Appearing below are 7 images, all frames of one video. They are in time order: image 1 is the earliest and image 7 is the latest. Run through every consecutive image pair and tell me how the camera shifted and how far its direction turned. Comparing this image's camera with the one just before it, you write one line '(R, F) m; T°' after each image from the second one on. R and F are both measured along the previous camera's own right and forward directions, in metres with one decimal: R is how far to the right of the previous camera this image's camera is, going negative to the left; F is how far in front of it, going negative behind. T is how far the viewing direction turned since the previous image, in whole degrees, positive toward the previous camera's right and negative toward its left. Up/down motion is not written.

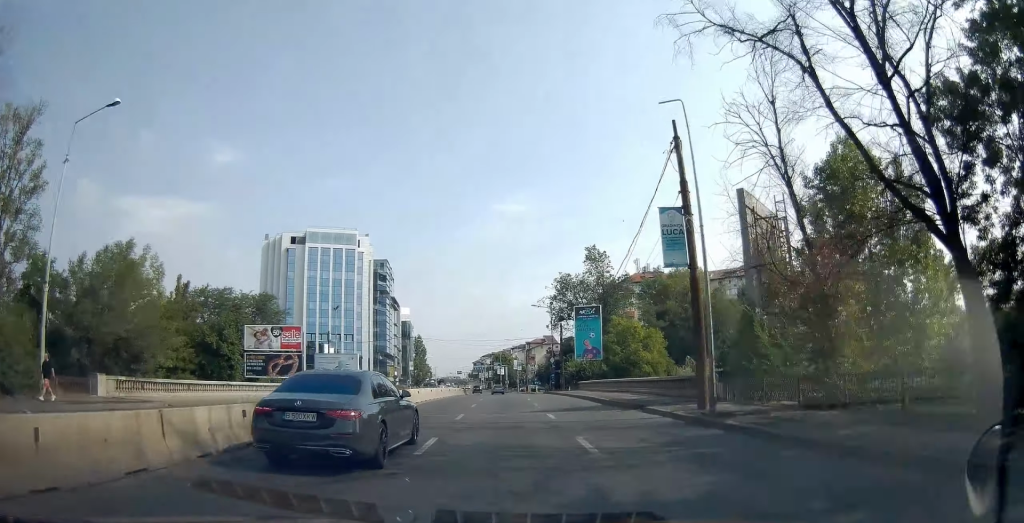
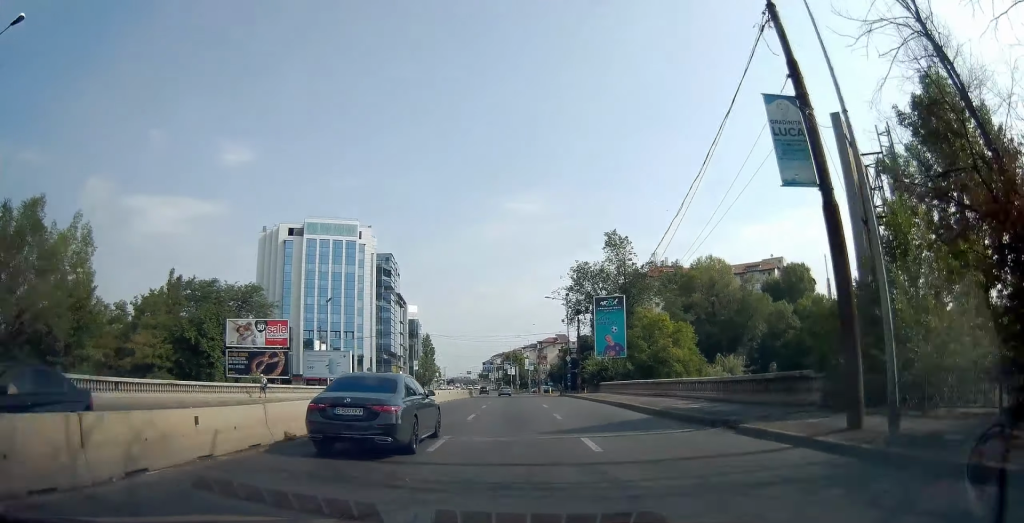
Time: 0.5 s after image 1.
(-0.1, +8.4) m; -1°
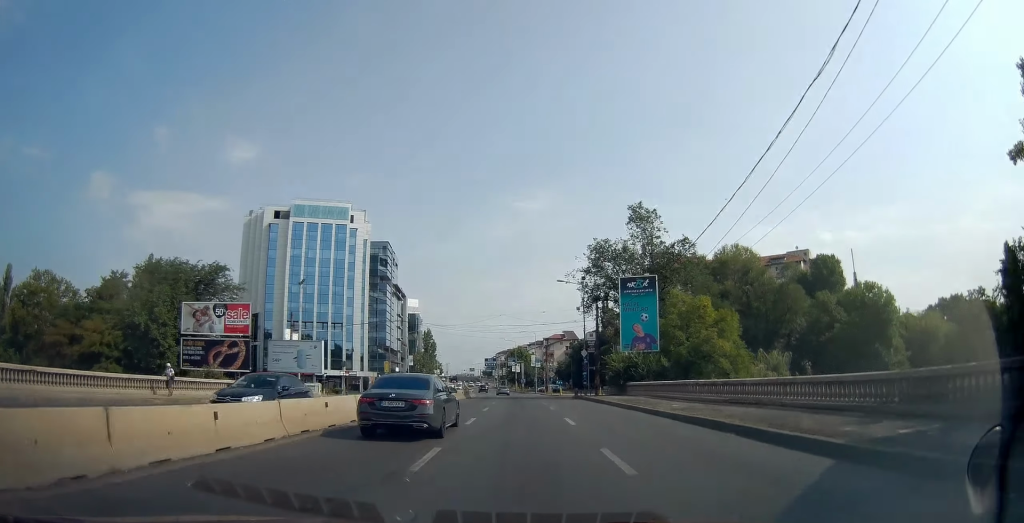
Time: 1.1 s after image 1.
(-0.1, +11.5) m; -1°
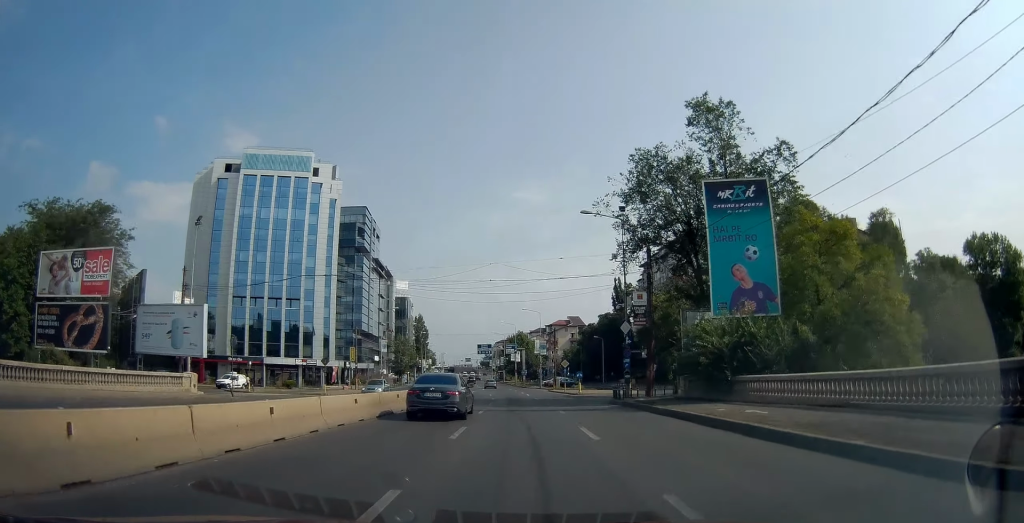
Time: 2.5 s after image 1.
(-0.2, +23.0) m; 0°
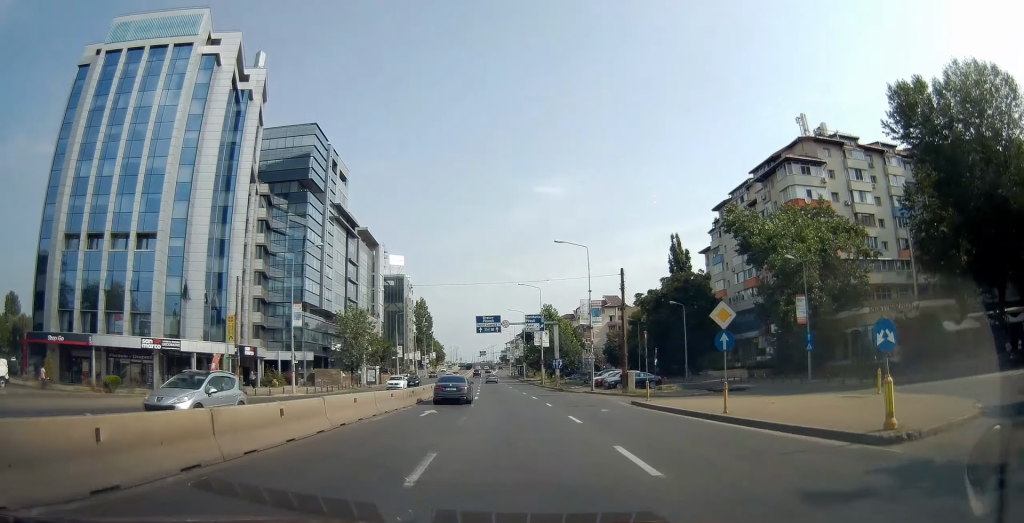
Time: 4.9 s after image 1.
(-0.7, +42.9) m; -2°
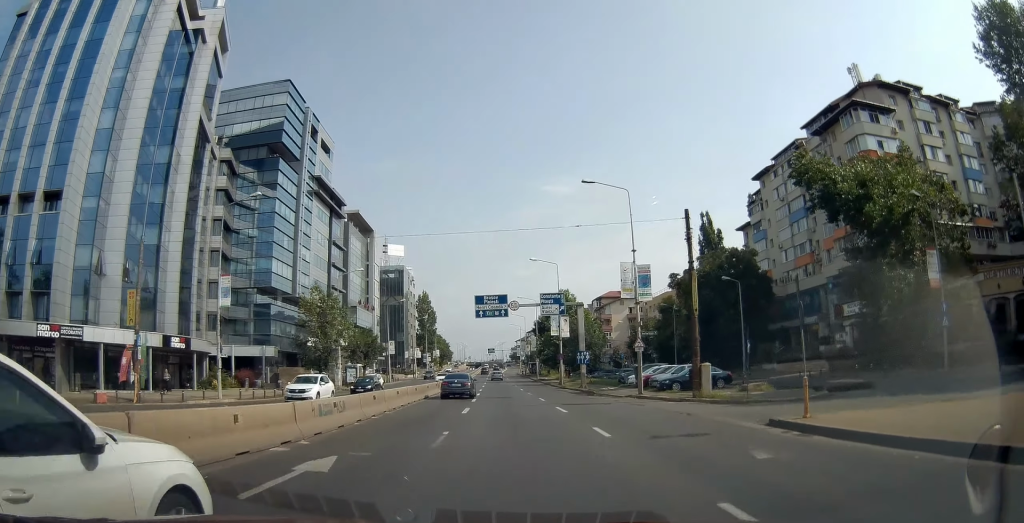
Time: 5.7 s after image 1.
(0.0, +14.9) m; -1°
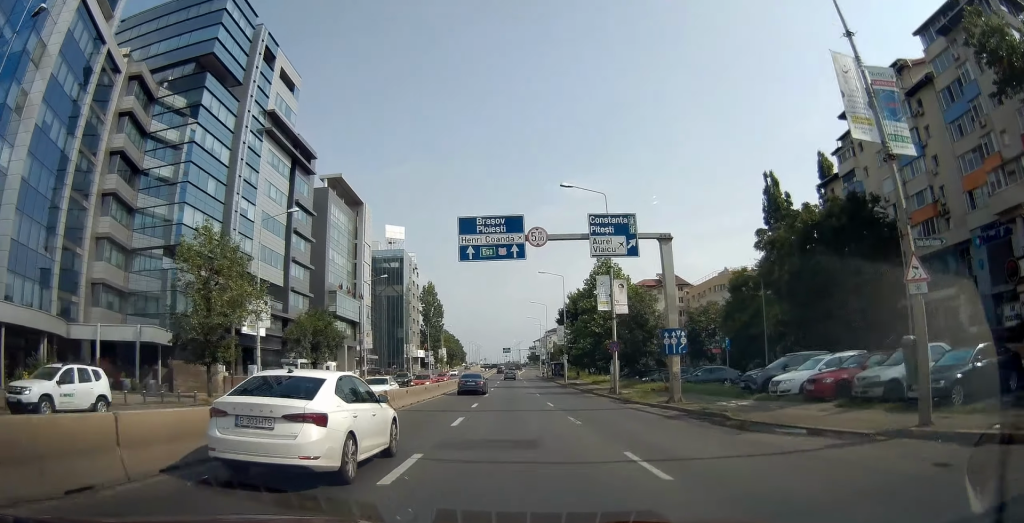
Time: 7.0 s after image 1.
(-0.1, +23.8) m; +1°
